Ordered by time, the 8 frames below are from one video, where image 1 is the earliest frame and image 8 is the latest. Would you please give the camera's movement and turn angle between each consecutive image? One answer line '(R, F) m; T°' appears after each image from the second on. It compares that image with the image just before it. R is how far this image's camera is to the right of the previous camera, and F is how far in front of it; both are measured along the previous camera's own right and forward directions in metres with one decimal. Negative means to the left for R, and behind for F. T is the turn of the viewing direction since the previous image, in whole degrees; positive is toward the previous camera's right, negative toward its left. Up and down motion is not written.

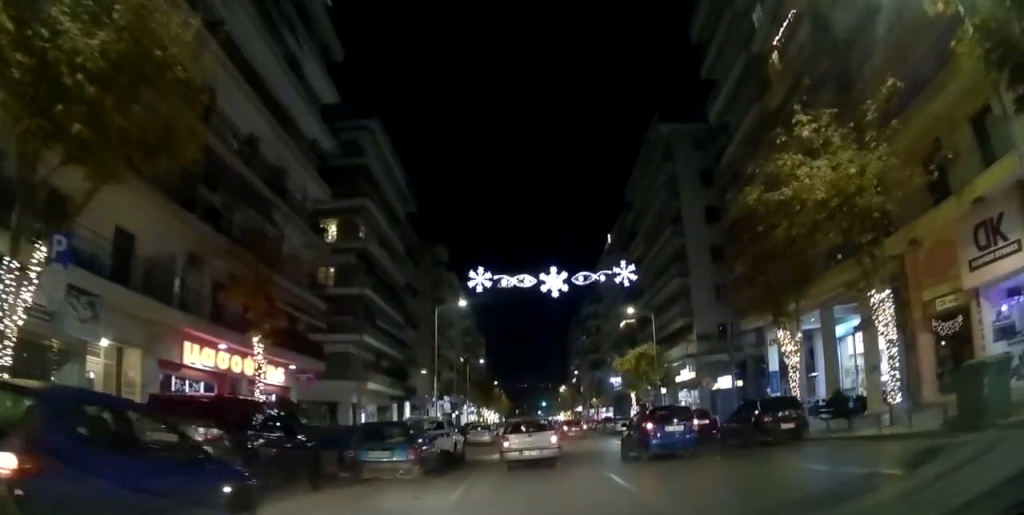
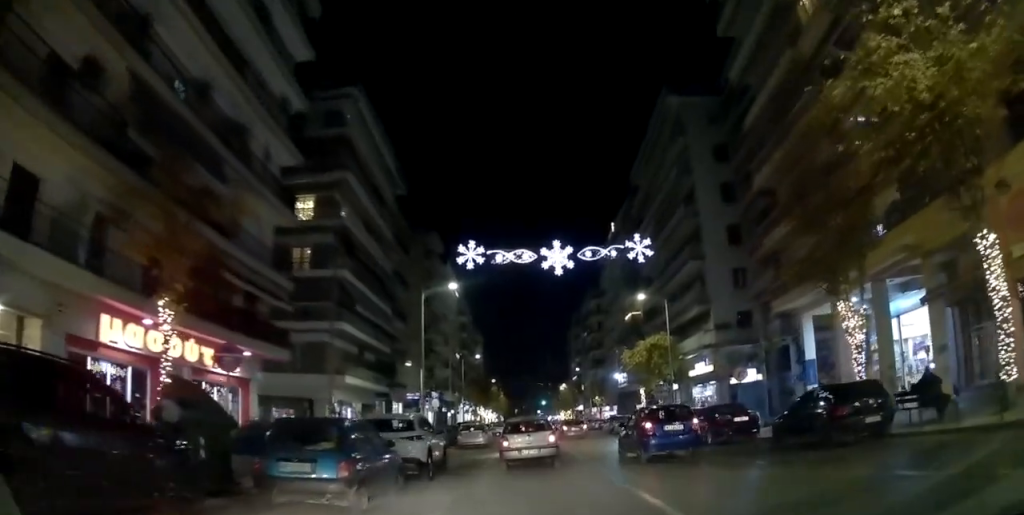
(+0.3, +4.7) m; +1°
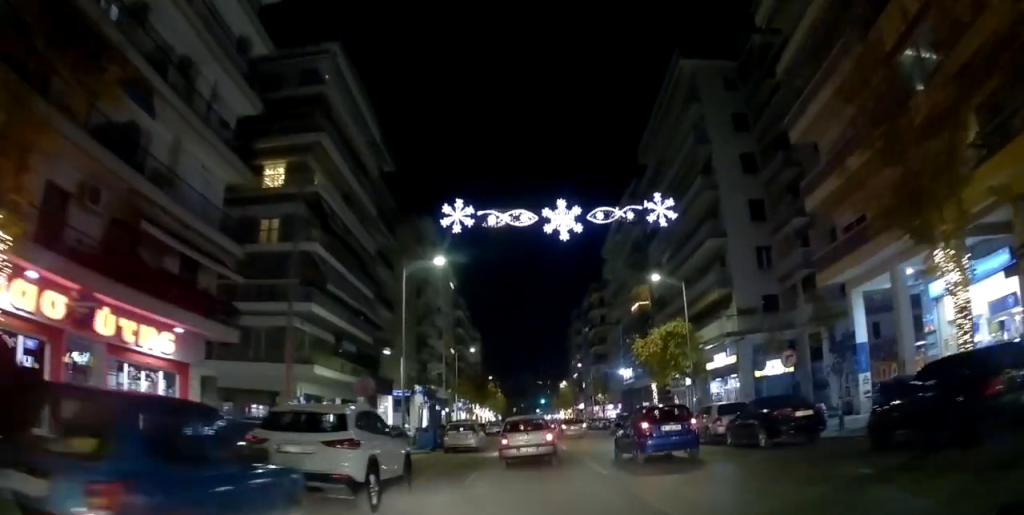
(-0.1, +5.0) m; 0°
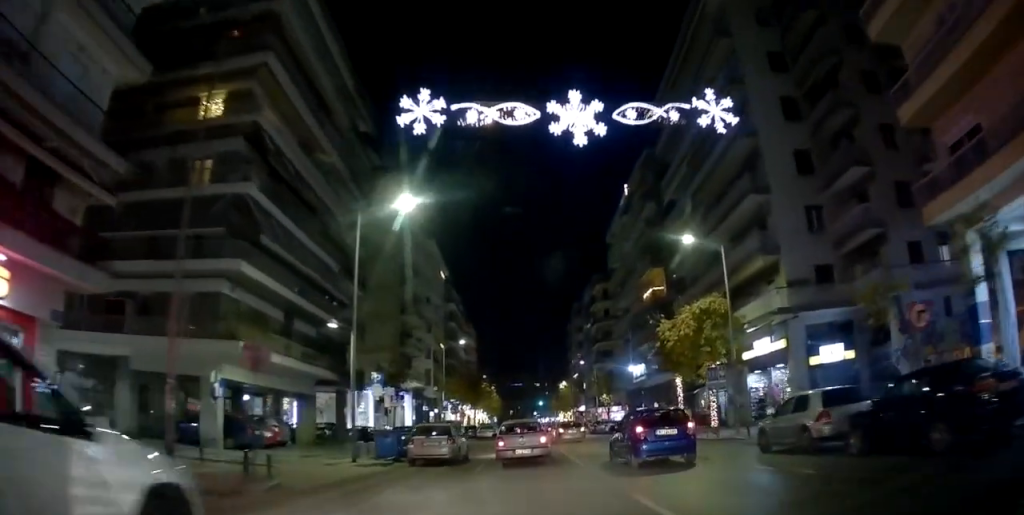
(-0.3, +7.8) m; -1°
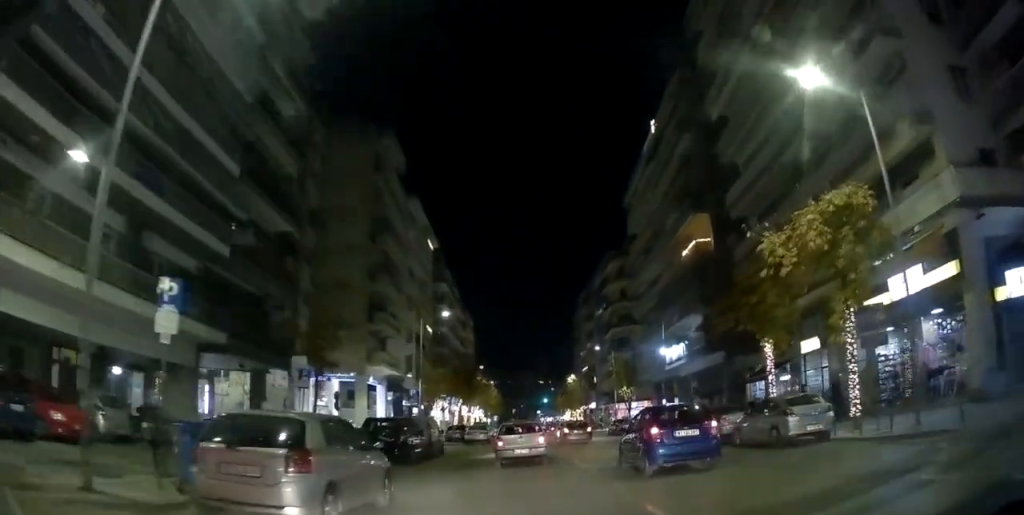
(-0.1, +13.3) m; -5°
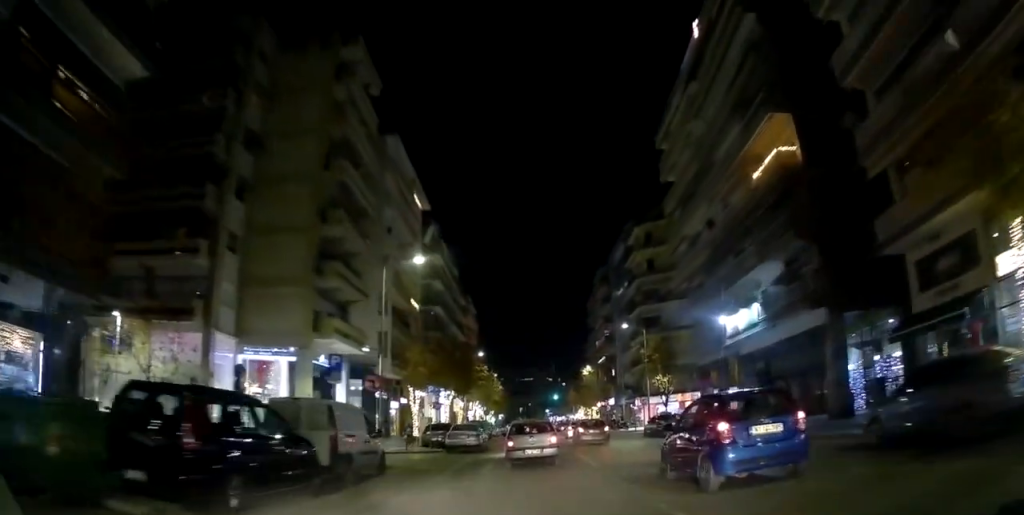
(-1.0, +13.2) m; -2°
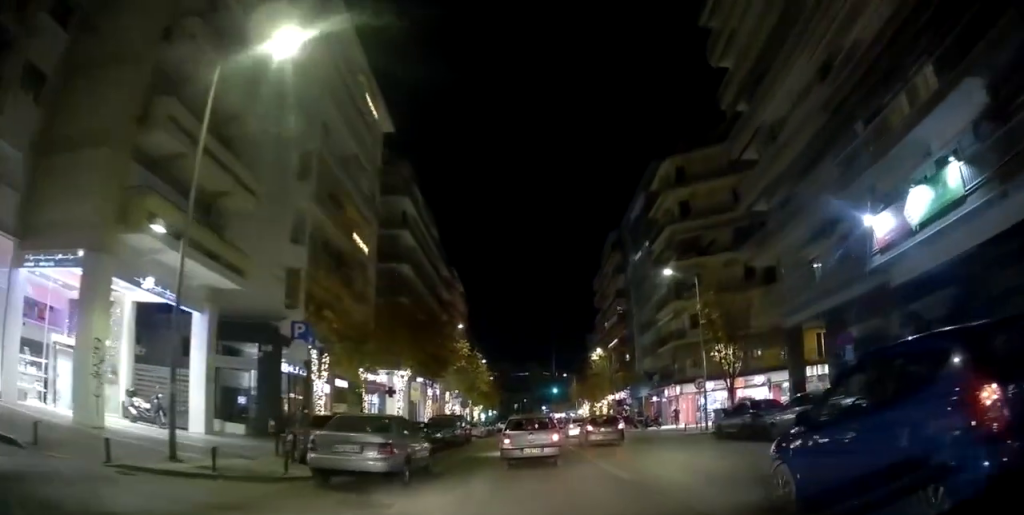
(+0.9, +17.2) m; +3°
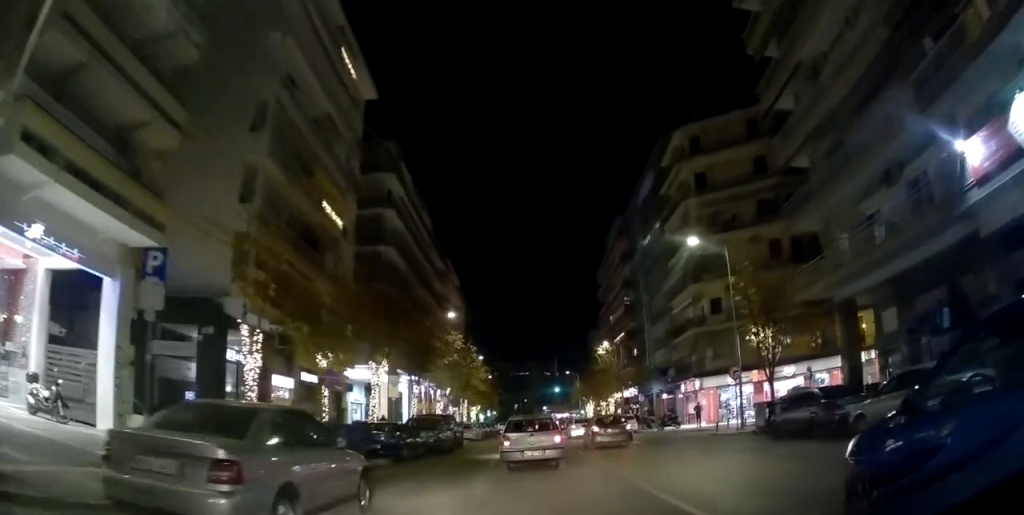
(+0.2, +5.8) m; 0°
